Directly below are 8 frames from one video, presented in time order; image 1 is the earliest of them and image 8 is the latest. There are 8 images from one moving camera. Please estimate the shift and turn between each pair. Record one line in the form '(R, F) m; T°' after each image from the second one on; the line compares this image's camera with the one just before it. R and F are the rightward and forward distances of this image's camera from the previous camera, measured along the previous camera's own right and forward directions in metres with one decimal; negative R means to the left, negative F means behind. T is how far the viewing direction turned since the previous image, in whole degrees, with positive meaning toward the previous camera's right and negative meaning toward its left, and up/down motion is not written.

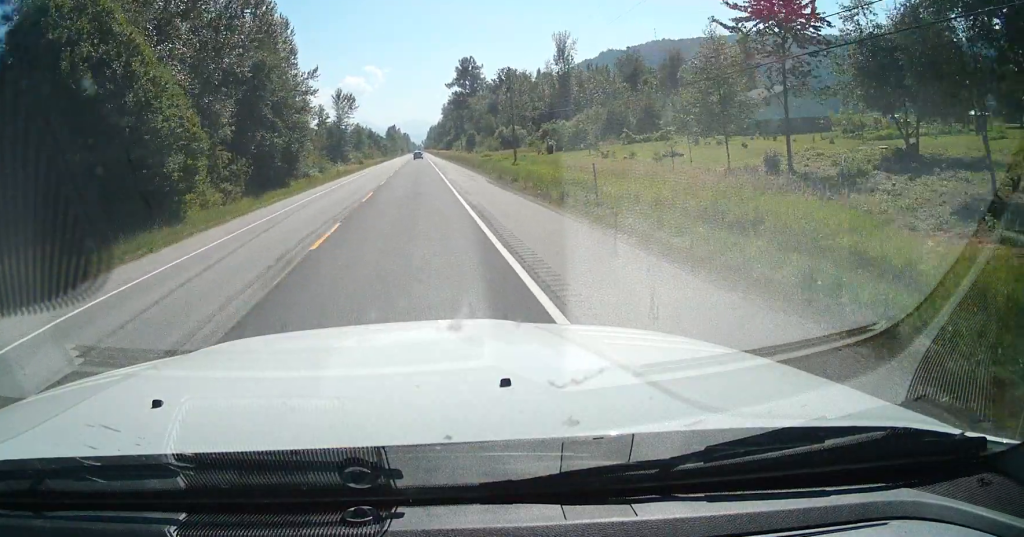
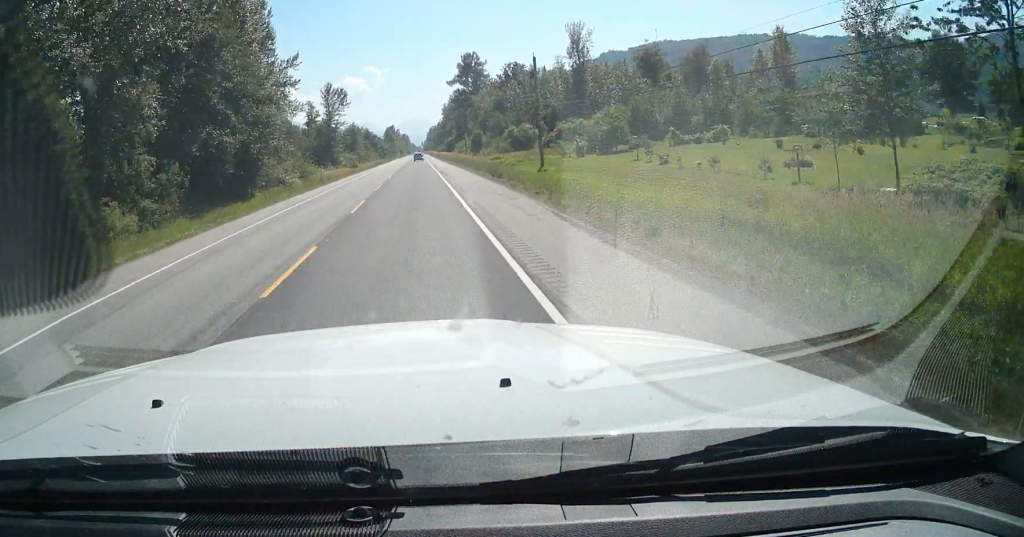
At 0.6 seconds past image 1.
(0.0, +17.6) m; 0°
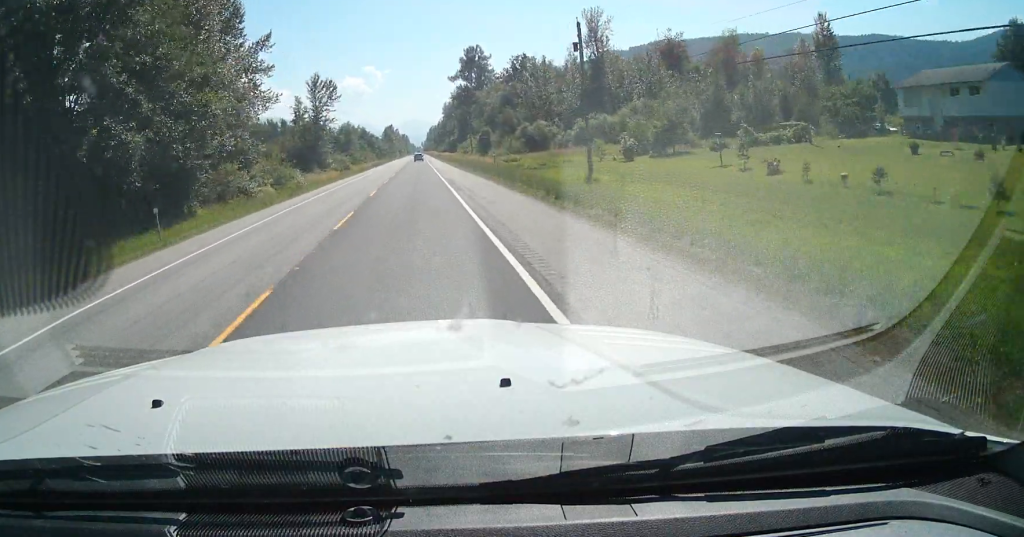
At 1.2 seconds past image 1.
(0.0, +17.5) m; 0°
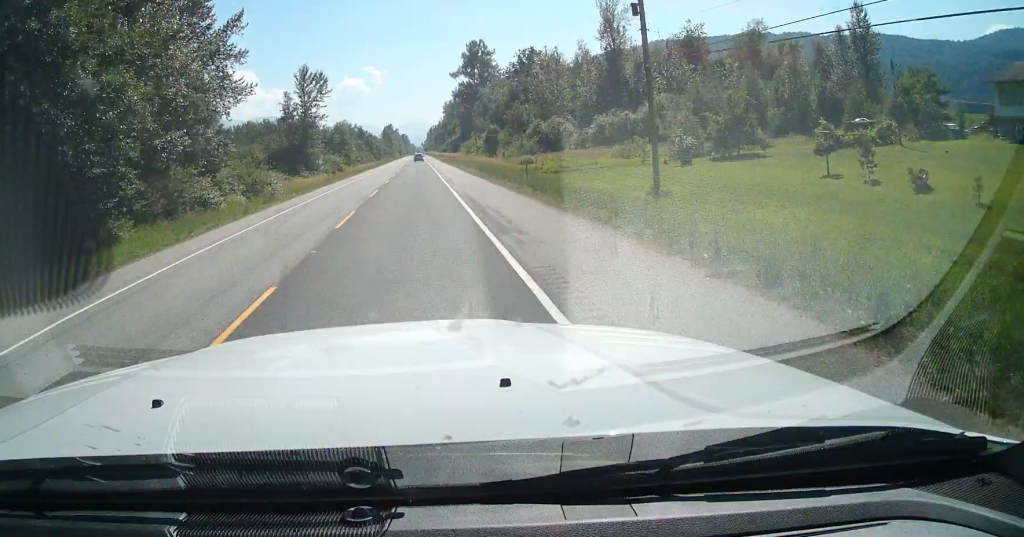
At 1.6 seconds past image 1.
(0.0, +12.7) m; 0°
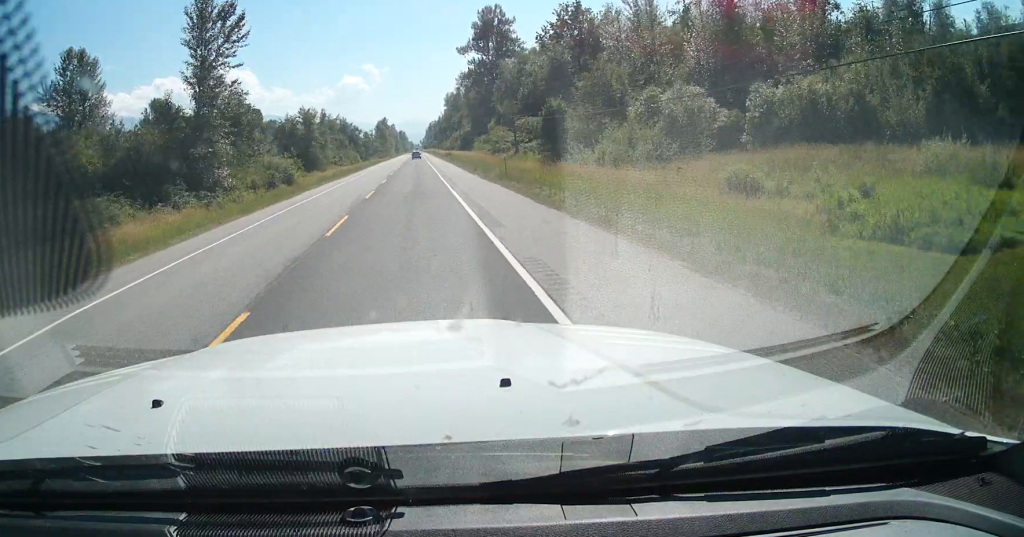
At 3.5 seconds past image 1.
(-0.4, +53.7) m; -1°
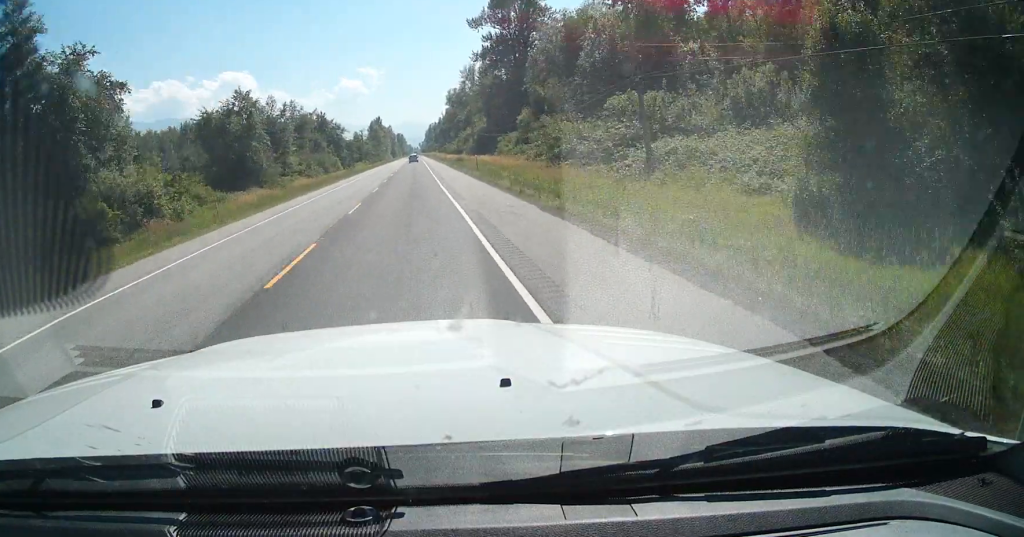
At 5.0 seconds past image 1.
(0.0, +45.2) m; 0°
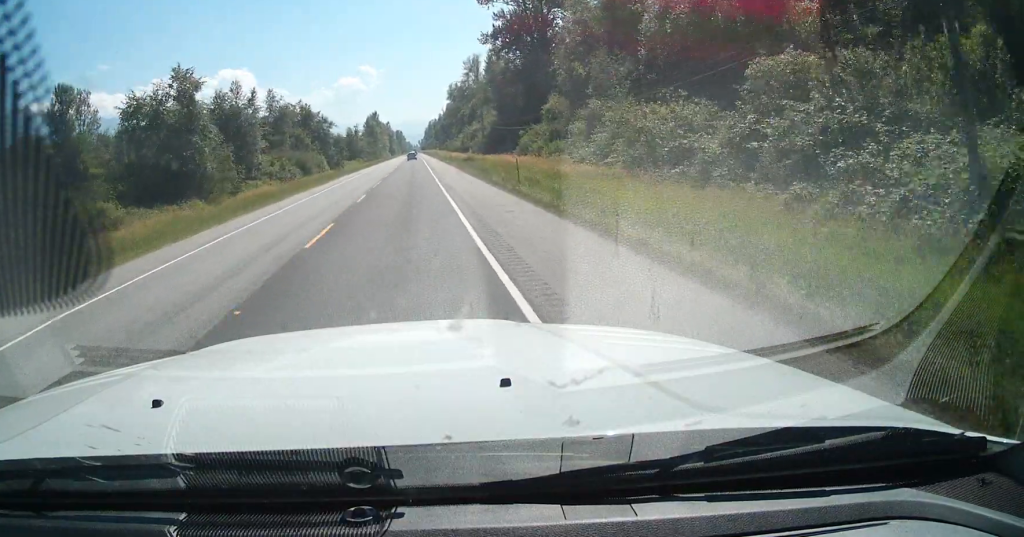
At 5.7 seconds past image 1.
(0.0, +21.8) m; 0°
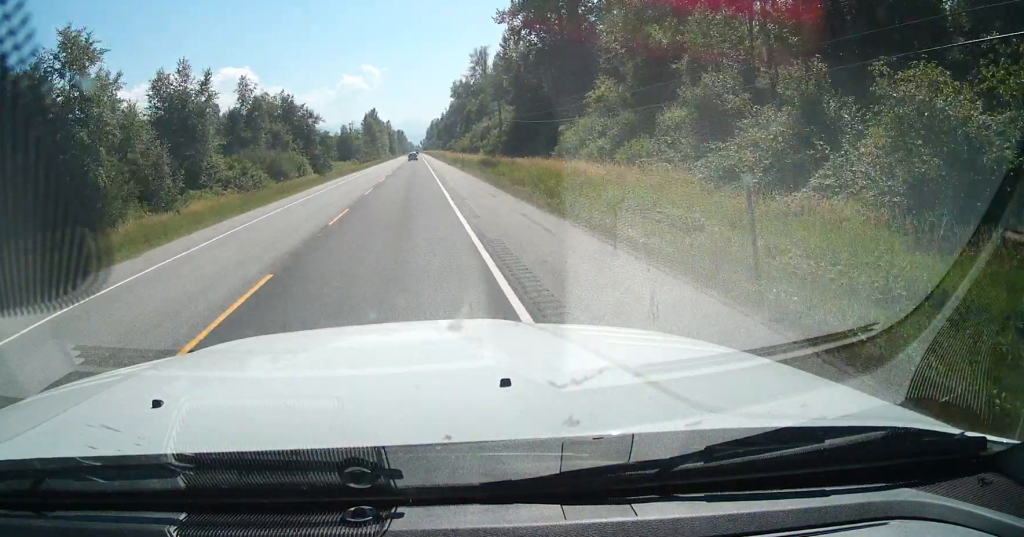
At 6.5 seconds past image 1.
(-0.3, +21.8) m; 0°
